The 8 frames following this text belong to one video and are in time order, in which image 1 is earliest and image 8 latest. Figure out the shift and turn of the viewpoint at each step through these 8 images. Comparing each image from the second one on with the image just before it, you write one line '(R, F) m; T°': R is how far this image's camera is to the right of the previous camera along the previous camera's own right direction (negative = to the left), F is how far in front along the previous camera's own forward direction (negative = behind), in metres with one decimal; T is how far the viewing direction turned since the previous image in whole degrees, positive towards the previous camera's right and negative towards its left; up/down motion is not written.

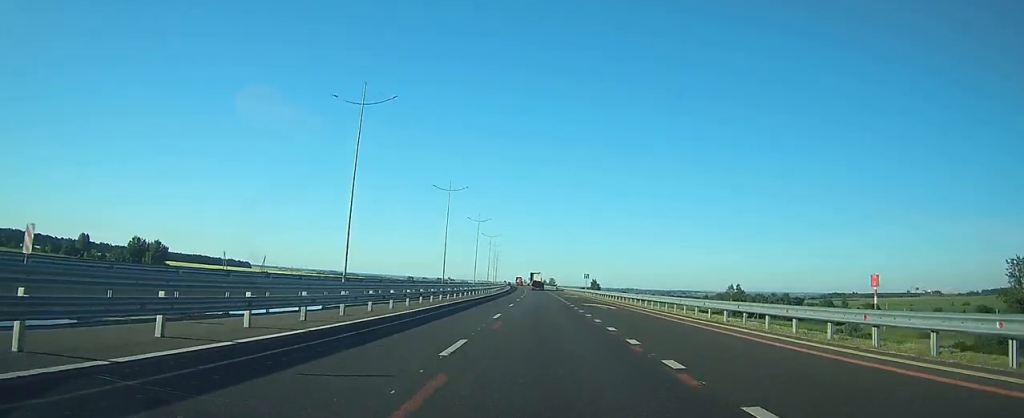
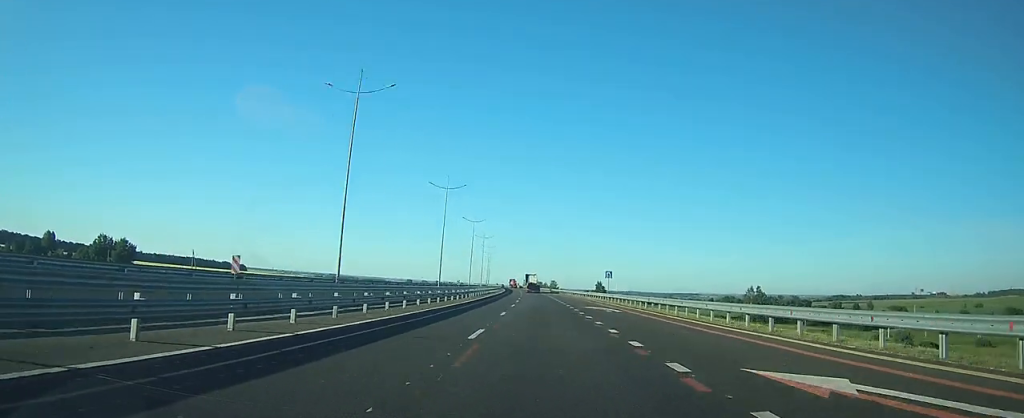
(0.0, +32.3) m; 0°
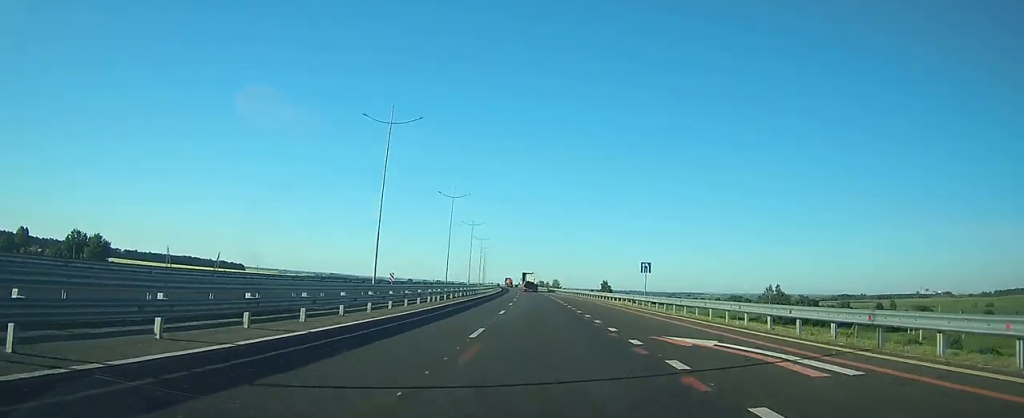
(0.0, +23.9) m; 0°
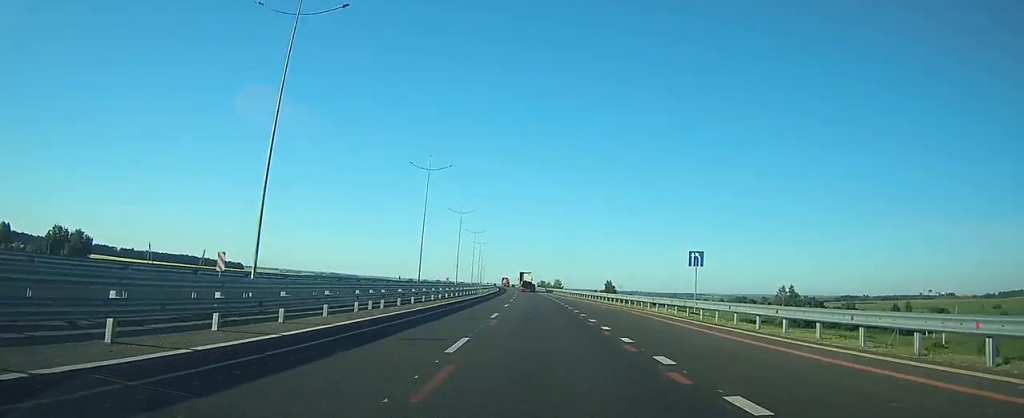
(0.0, +15.3) m; 0°
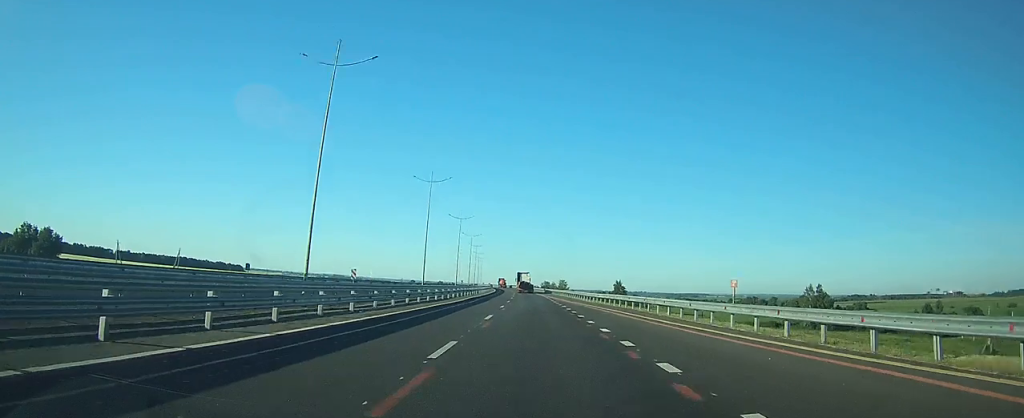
(0.0, +25.1) m; 0°
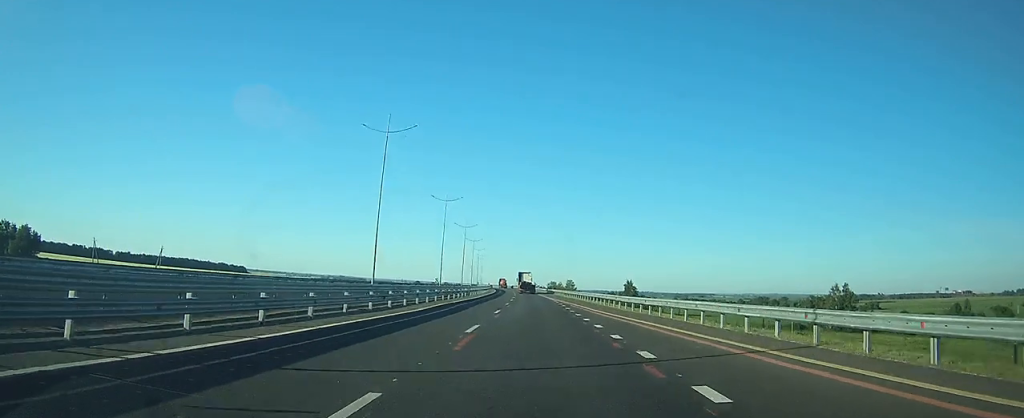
(0.0, +18.4) m; 0°
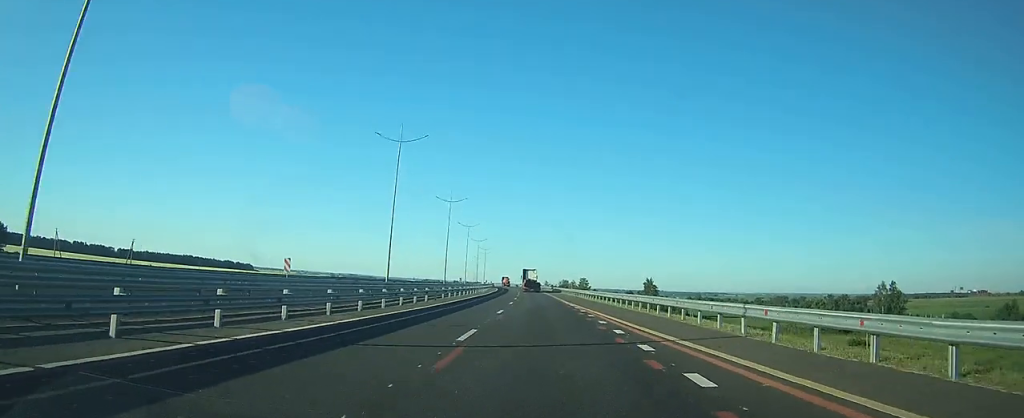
(-0.1, +27.3) m; -1°
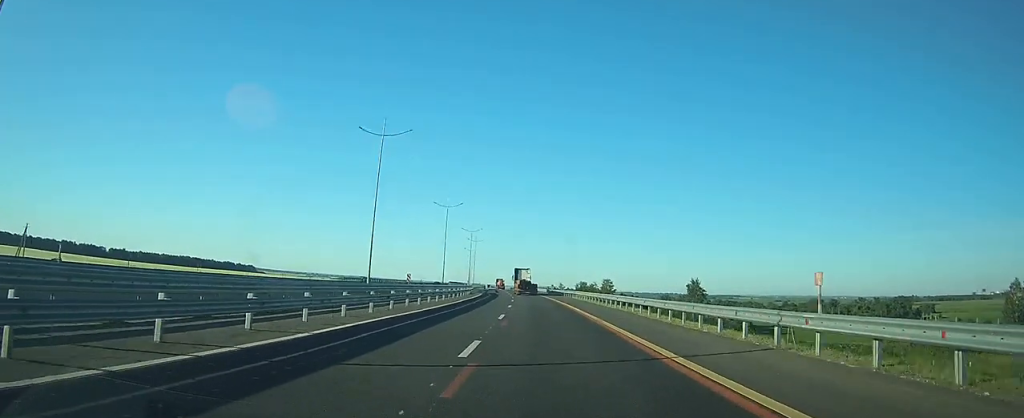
(-0.7, +62.4) m; -1°
